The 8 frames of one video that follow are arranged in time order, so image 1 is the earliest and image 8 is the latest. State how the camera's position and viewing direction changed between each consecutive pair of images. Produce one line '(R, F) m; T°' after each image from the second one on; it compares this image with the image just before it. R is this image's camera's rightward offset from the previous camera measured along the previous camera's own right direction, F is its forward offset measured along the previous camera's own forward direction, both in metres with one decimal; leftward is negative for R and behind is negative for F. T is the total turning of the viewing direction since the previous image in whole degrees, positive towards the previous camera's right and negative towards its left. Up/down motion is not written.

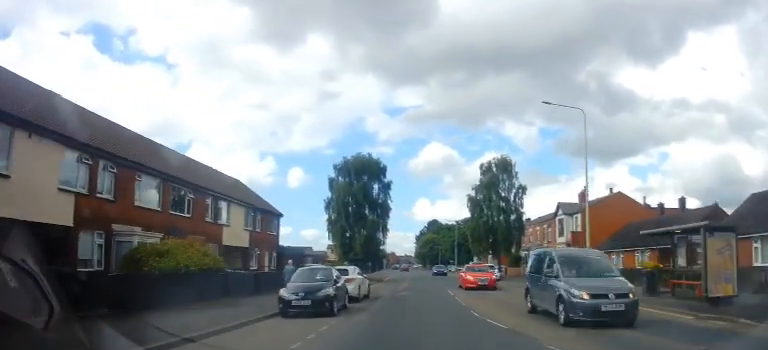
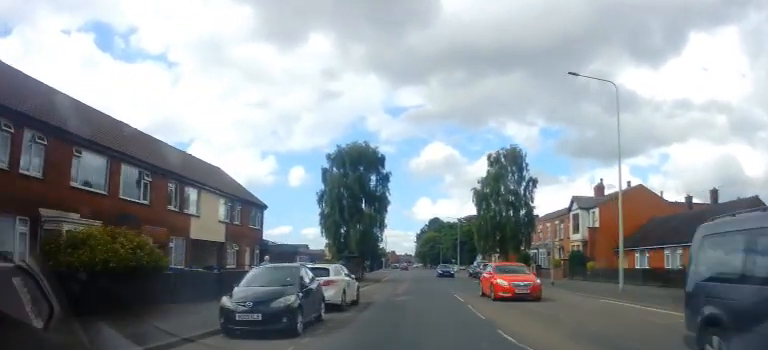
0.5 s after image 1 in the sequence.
(+0.1, +4.3) m; 0°
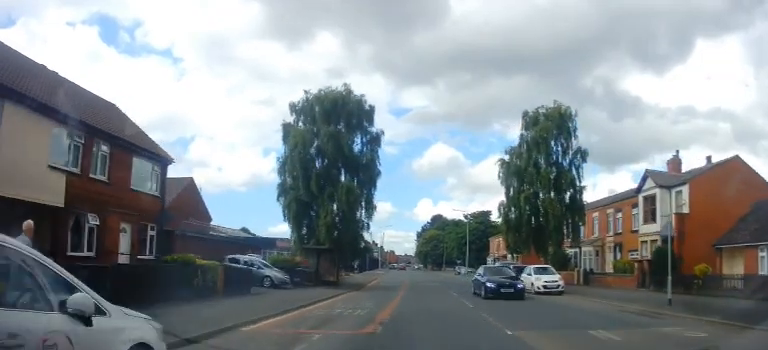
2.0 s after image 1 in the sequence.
(-0.3, +14.6) m; -1°
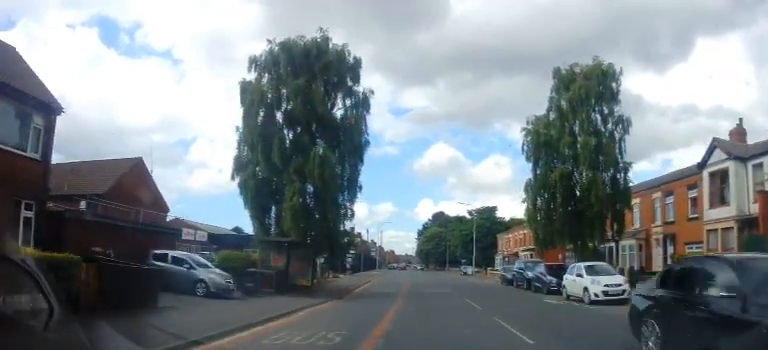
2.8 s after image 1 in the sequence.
(0.0, +7.6) m; +1°
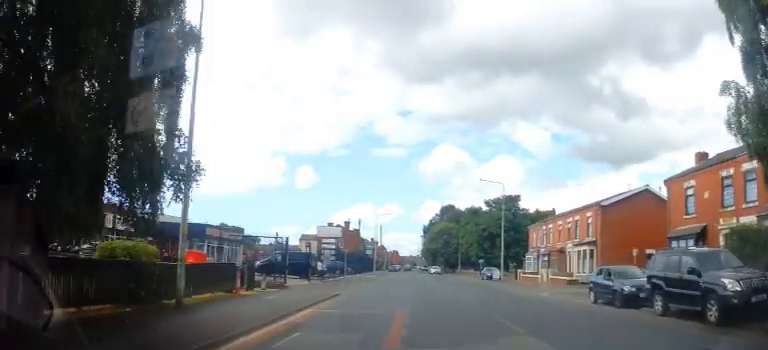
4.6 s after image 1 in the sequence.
(+0.2, +18.2) m; -3°
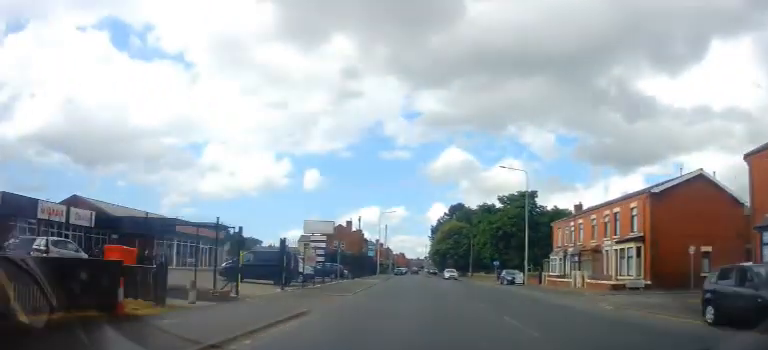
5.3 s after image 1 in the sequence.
(-0.2, +7.6) m; -1°
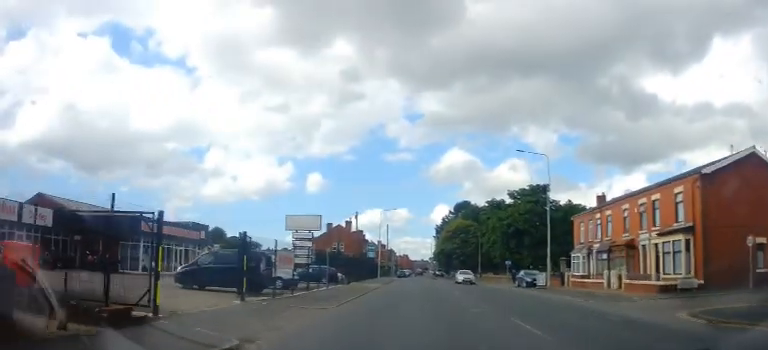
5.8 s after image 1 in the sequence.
(-0.1, +5.9) m; 0°
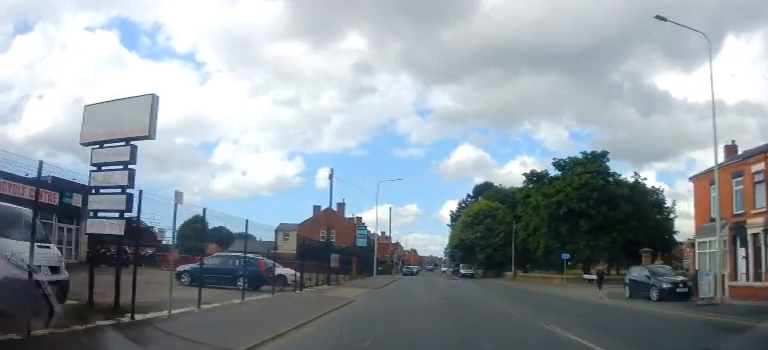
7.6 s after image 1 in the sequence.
(+0.4, +20.1) m; +1°
